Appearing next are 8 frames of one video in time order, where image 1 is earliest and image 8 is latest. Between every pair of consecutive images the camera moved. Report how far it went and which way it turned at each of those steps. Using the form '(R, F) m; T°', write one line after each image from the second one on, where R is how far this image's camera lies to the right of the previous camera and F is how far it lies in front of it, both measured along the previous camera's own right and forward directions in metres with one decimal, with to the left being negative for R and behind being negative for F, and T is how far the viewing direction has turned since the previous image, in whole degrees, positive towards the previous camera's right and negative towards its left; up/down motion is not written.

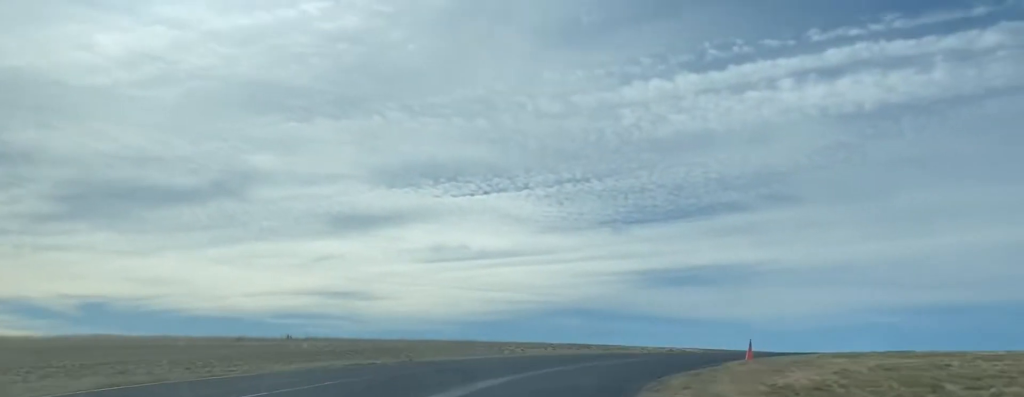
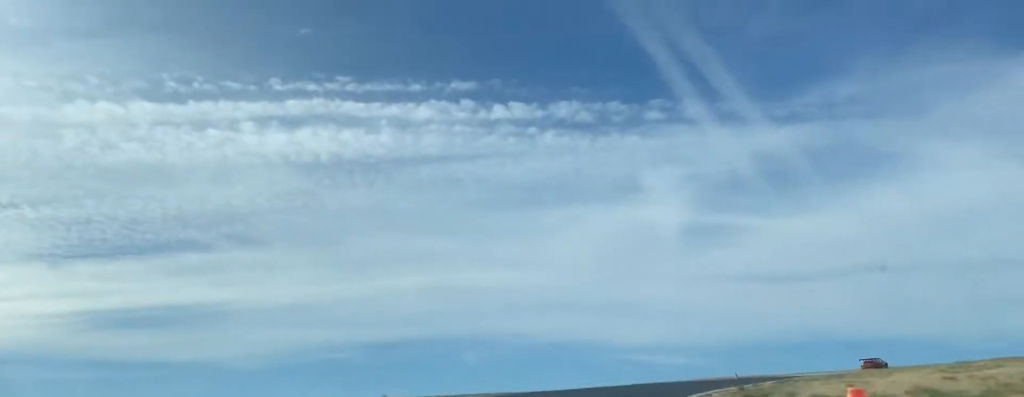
(+16.2, +30.0) m; +45°
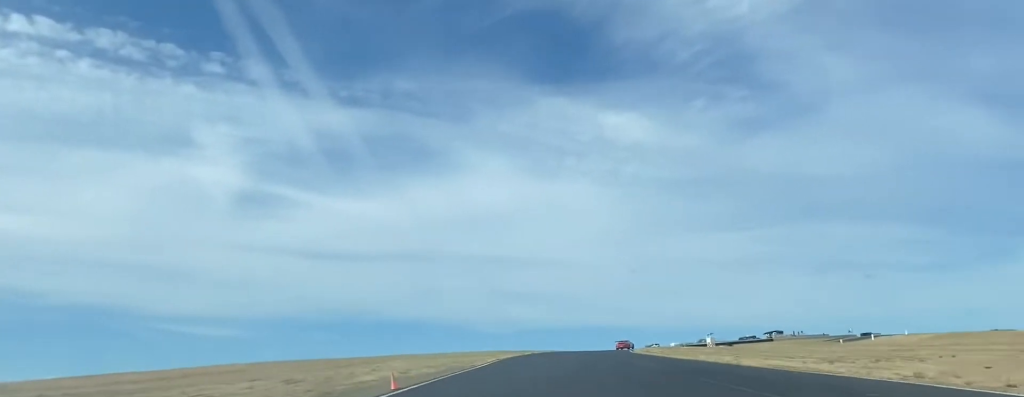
(+13.3, +41.6) m; +30°
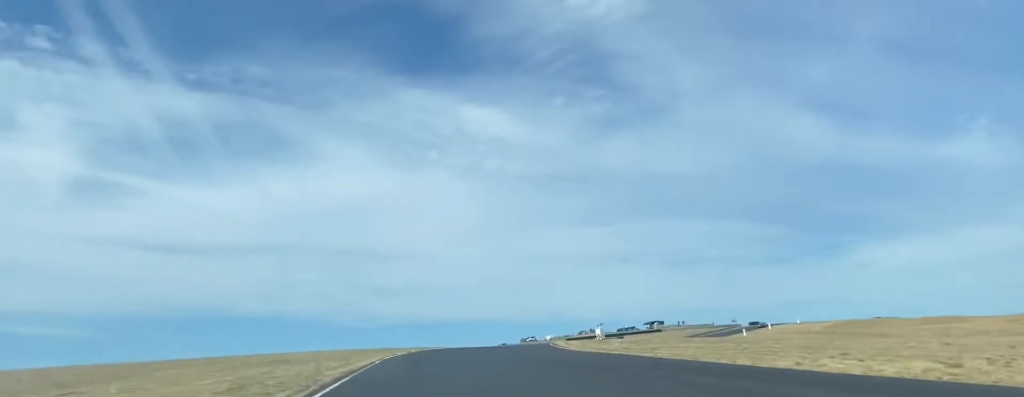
(+3.8, +35.3) m; +6°
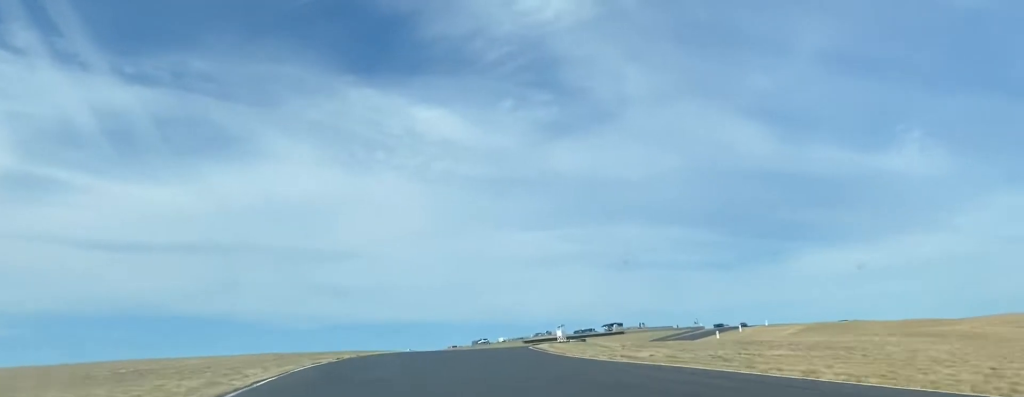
(-0.2, +19.3) m; +1°
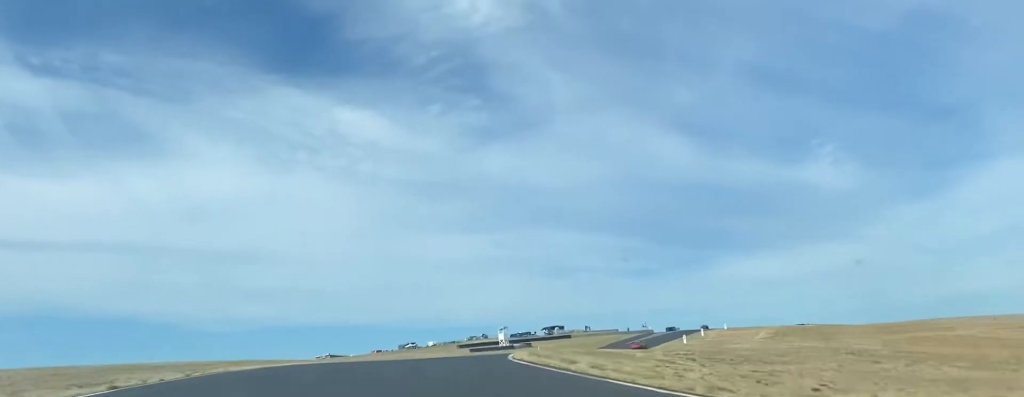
(+0.5, +27.9) m; +3°
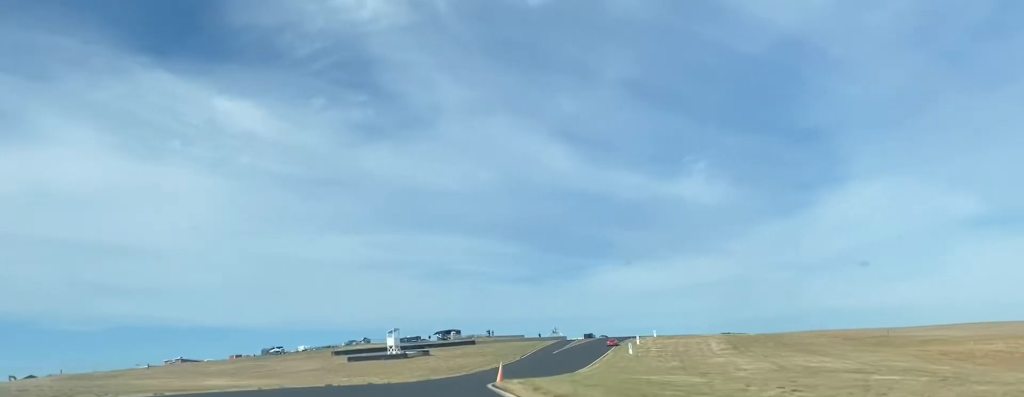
(+1.7, +37.7) m; +8°
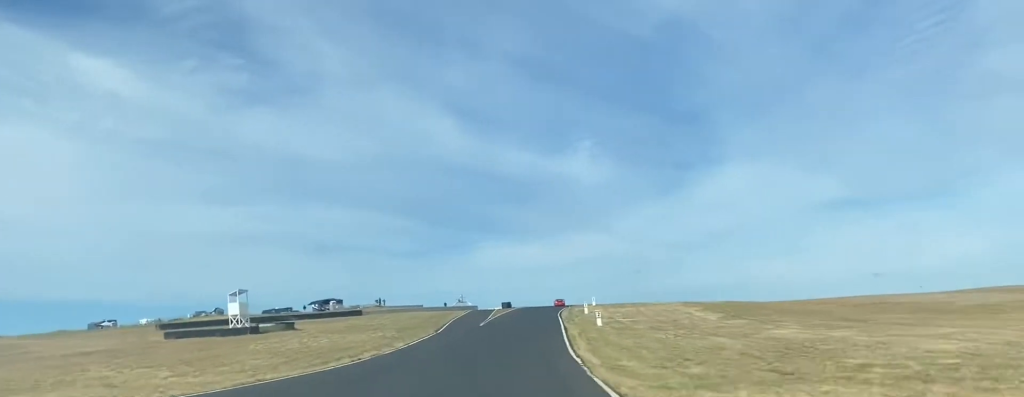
(+3.8, +41.5) m; +10°
